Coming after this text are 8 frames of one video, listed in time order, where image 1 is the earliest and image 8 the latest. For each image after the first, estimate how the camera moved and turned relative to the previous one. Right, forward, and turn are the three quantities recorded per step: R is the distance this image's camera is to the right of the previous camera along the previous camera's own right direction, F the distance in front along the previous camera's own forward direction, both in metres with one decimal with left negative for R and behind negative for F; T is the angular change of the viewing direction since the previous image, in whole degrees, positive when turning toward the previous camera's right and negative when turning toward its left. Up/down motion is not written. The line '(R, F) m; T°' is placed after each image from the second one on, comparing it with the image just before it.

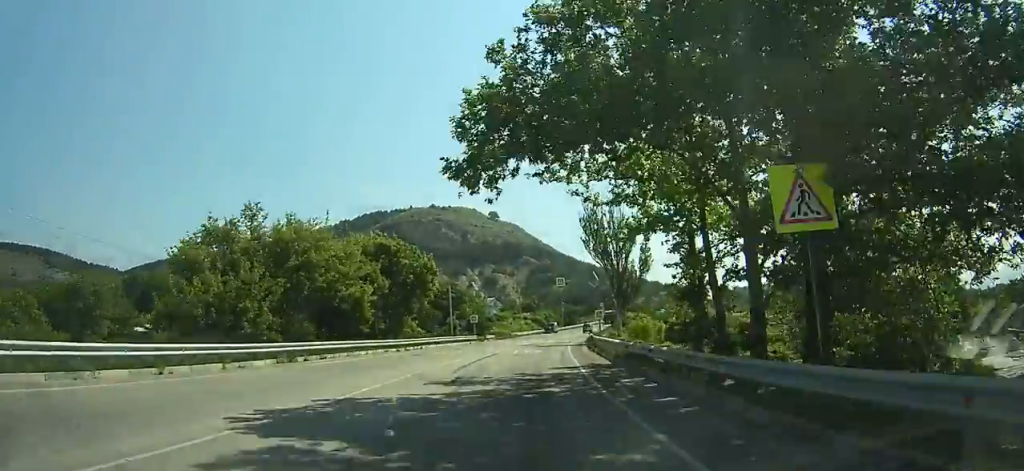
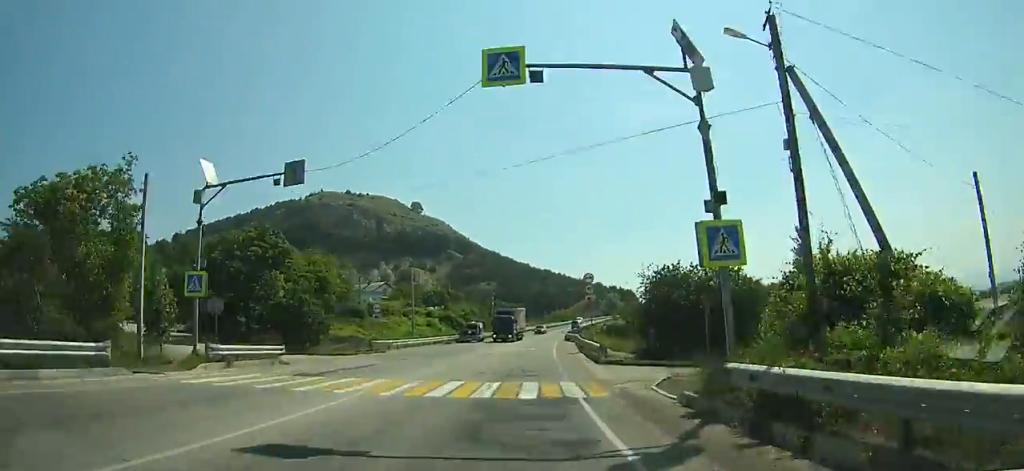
(+2.4, +53.7) m; +6°
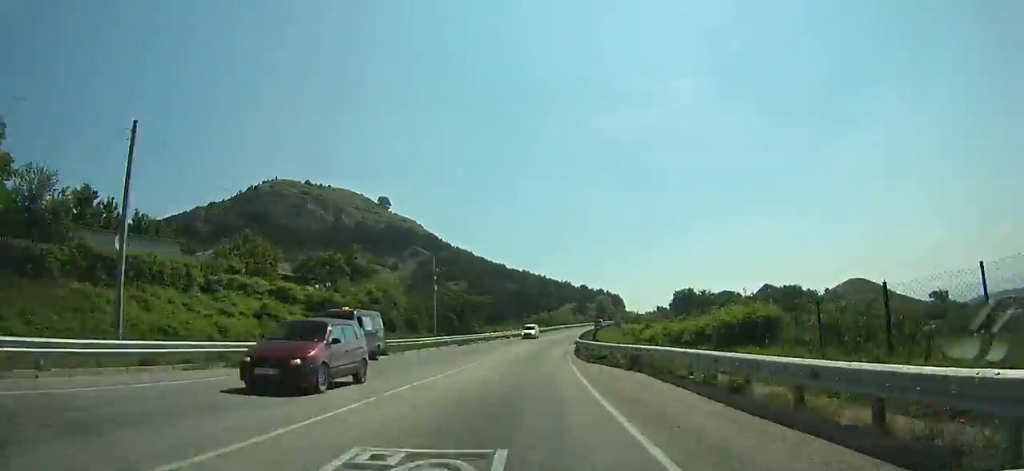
(+1.7, +41.6) m; +4°
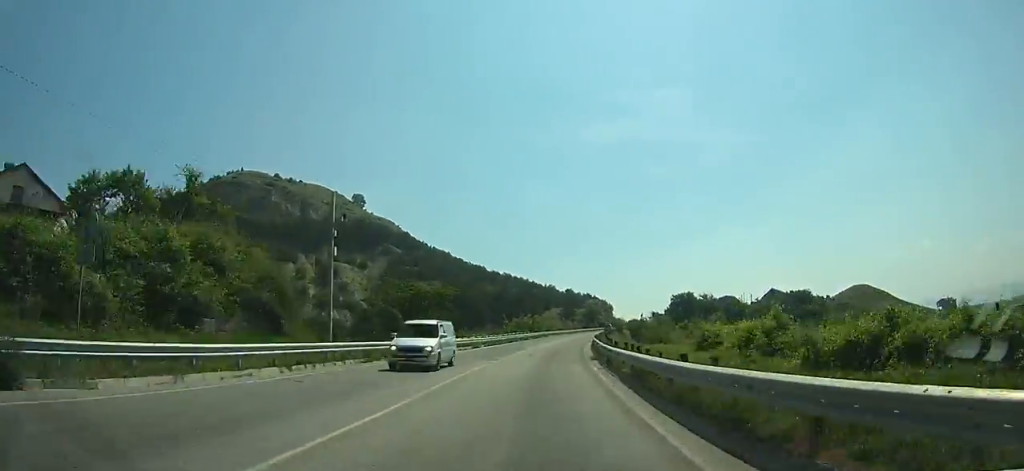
(+0.2, +24.3) m; +2°
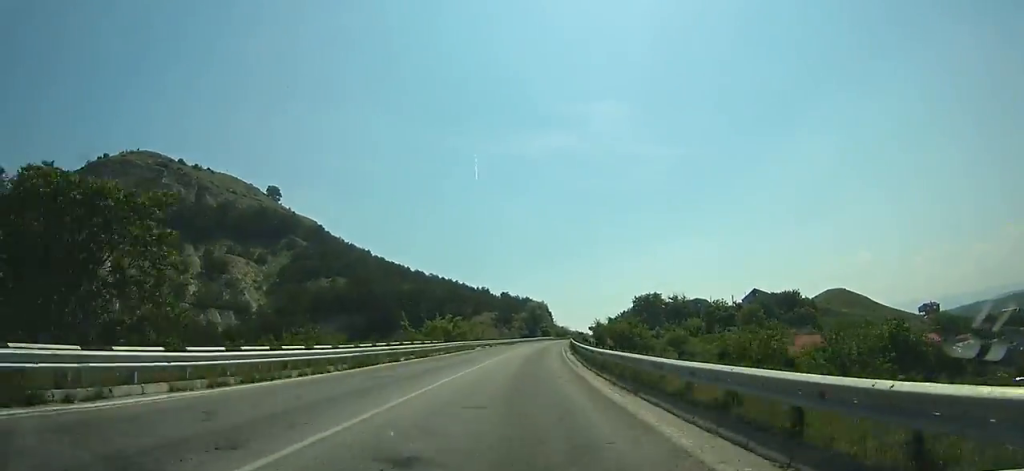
(+1.8, +41.5) m; +5°
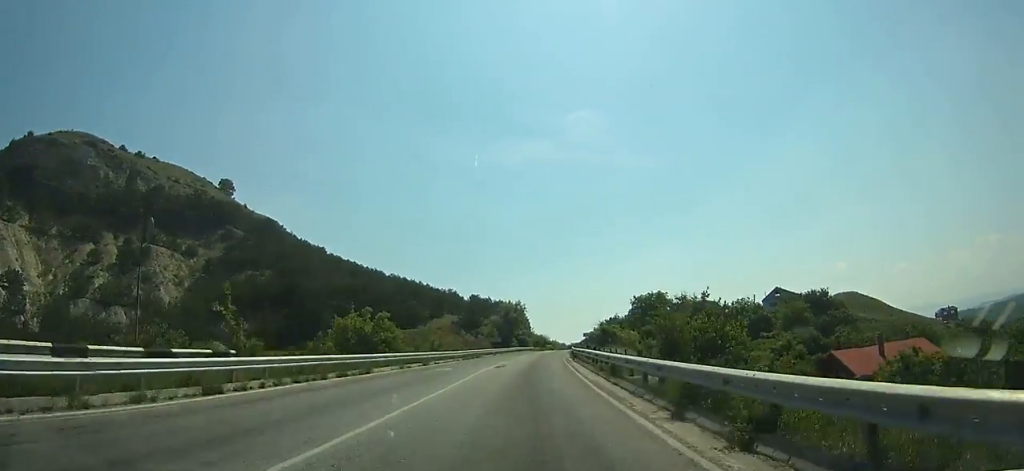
(+1.2, +33.5) m; +3°
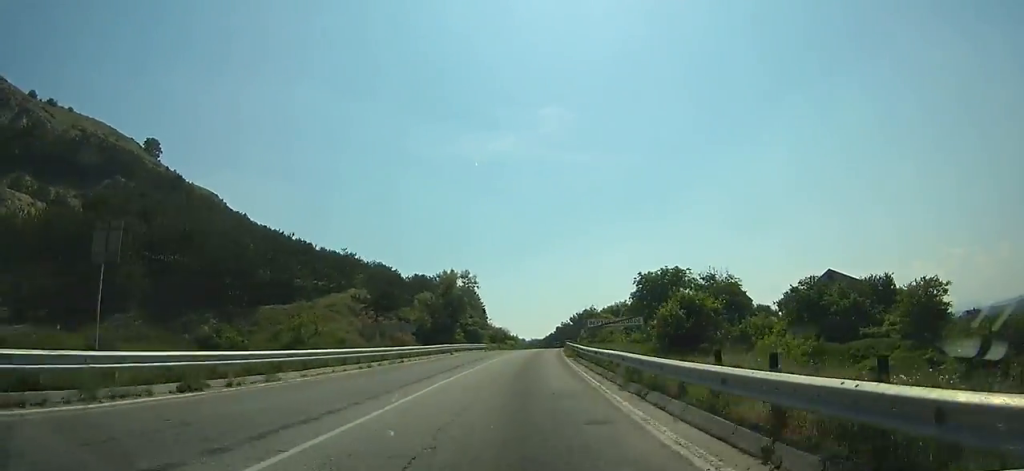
(+1.3, +44.1) m; +3°
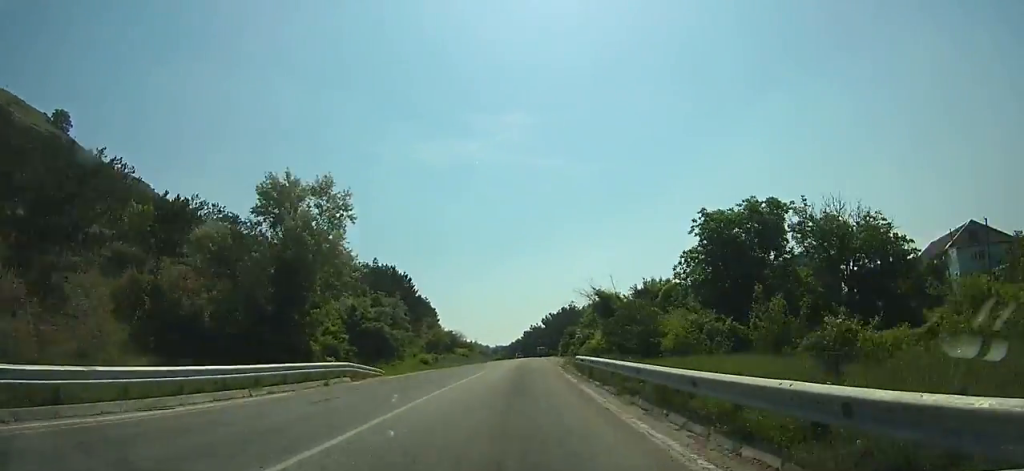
(+1.1, +47.6) m; +3°
